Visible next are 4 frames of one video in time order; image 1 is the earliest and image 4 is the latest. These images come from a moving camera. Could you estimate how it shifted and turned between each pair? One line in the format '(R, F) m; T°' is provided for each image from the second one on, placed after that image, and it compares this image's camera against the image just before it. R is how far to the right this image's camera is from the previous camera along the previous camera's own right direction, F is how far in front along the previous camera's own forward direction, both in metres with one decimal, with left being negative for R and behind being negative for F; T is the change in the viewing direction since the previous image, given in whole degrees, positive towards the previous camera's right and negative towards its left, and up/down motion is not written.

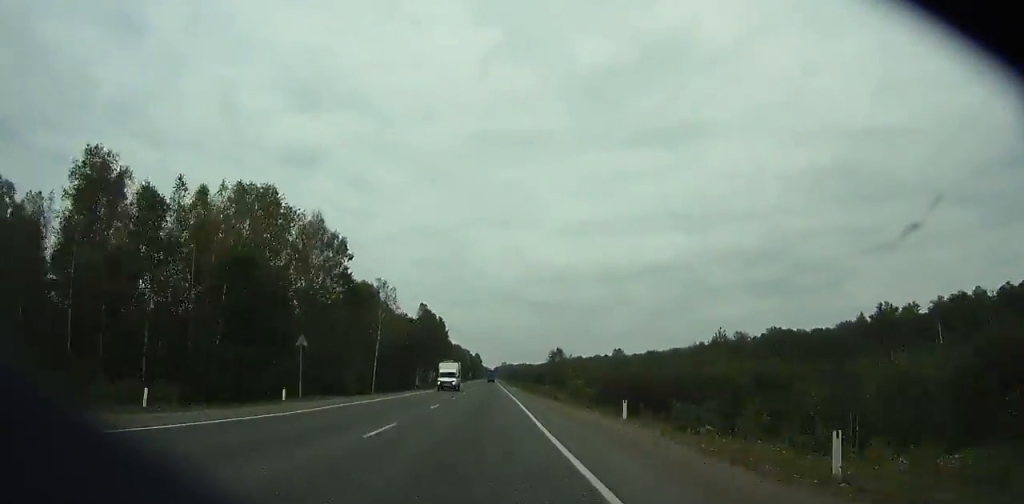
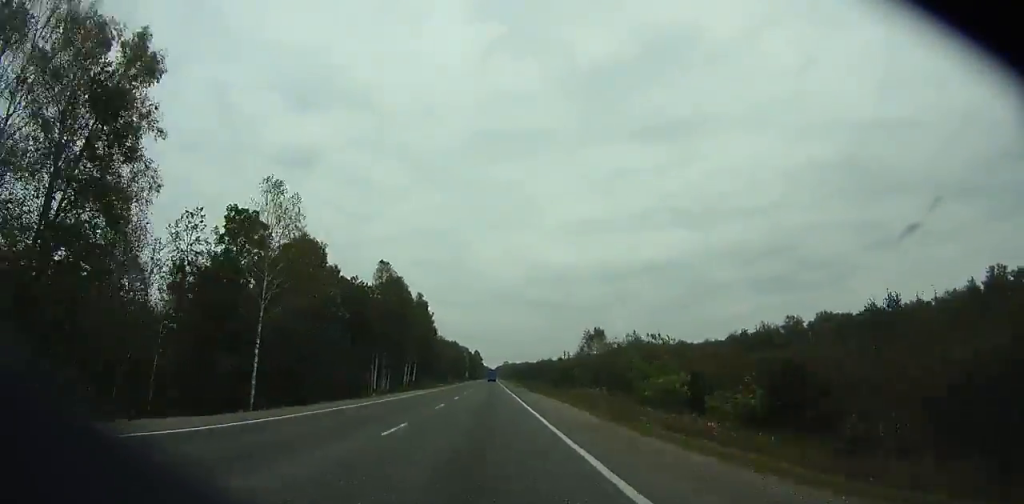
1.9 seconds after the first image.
(-0.1, +45.9) m; 0°
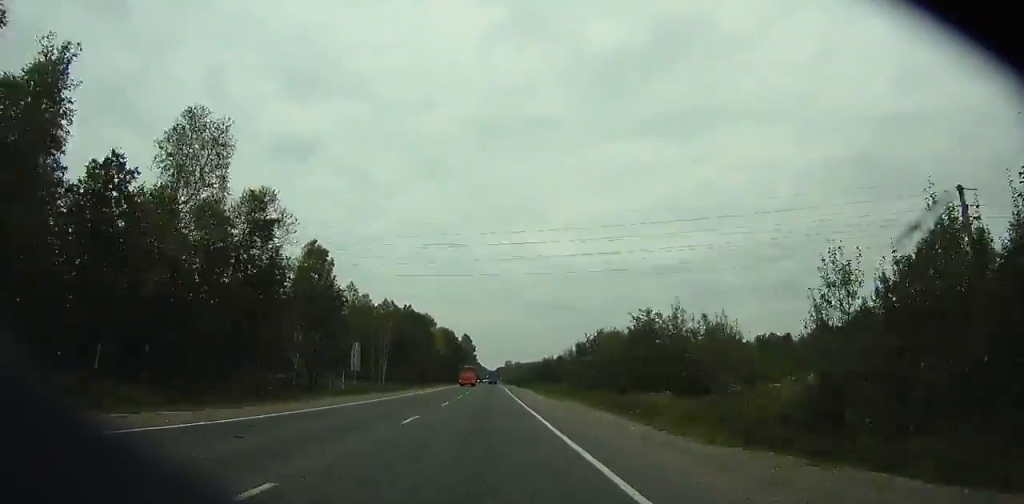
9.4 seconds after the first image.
(-0.9, +178.1) m; 0°
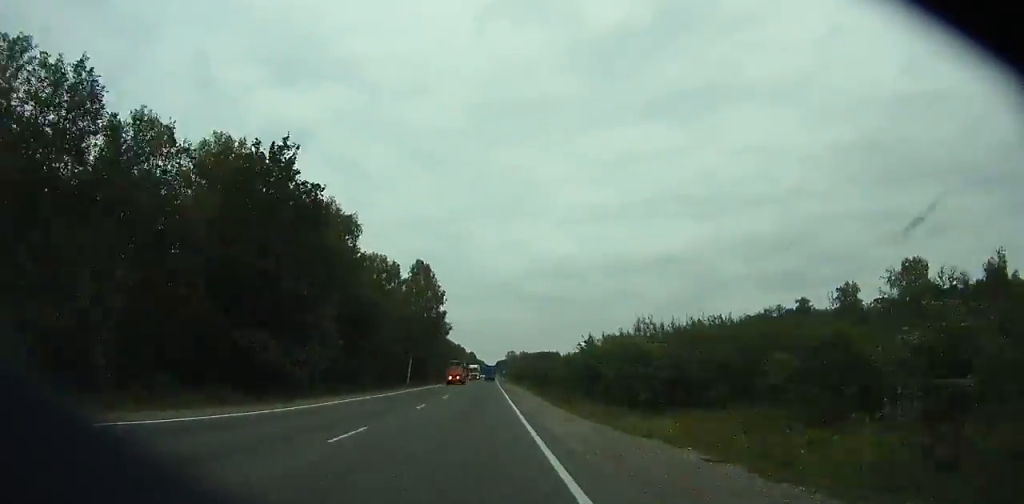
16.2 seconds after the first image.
(+1.1, +160.7) m; 0°
